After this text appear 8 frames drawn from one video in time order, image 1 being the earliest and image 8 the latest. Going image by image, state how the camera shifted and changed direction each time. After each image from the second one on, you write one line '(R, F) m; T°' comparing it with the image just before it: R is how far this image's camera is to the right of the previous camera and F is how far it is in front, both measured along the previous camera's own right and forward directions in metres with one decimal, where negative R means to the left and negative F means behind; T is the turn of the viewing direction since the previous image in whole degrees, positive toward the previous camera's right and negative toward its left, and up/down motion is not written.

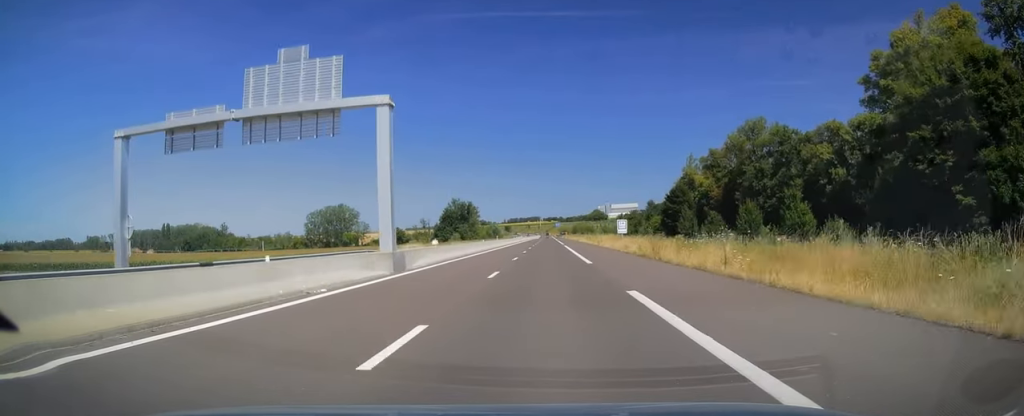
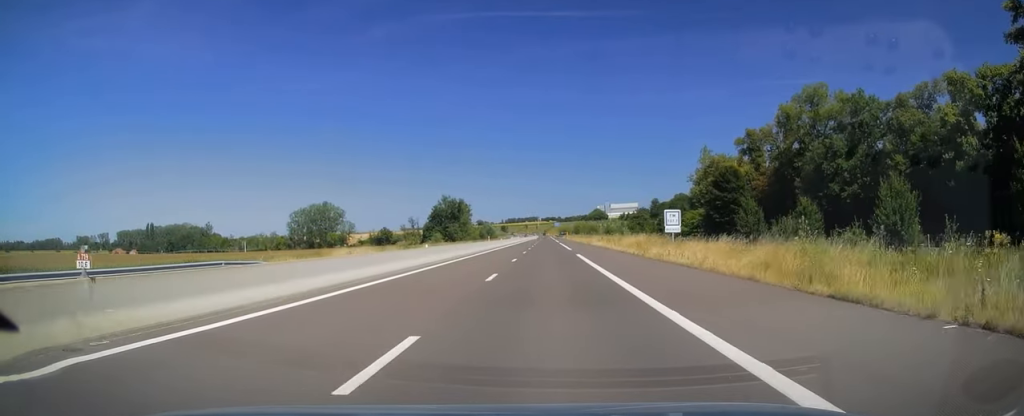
(-0.2, +27.0) m; 0°
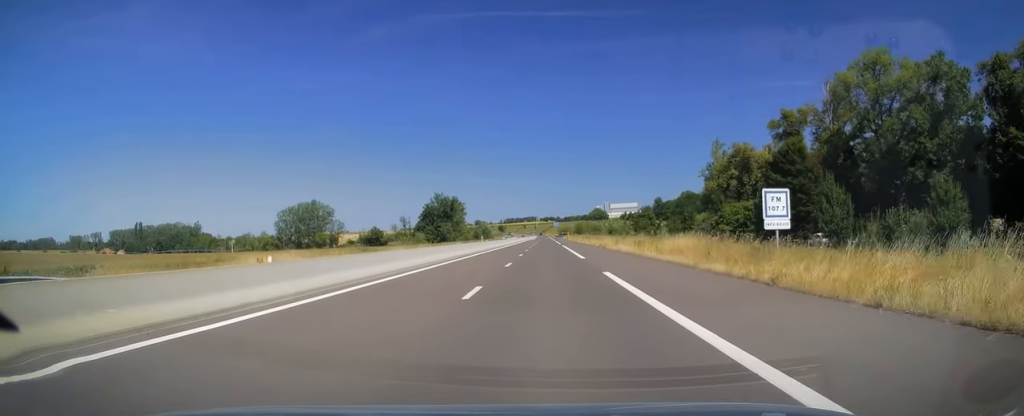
(+0.2, +18.2) m; +1°
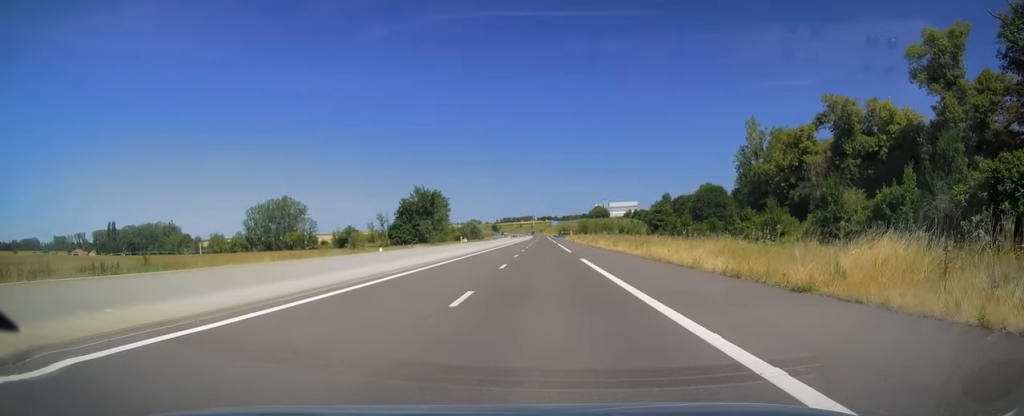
(+0.1, +40.3) m; 0°
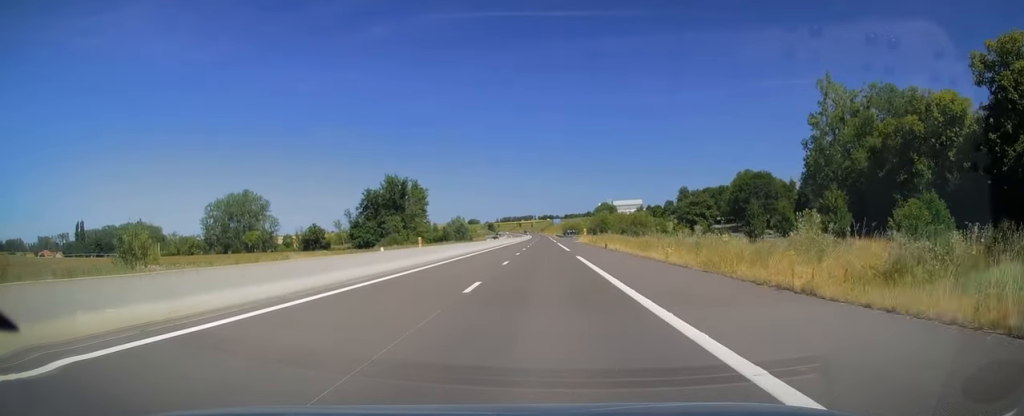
(-0.6, +49.2) m; -1°
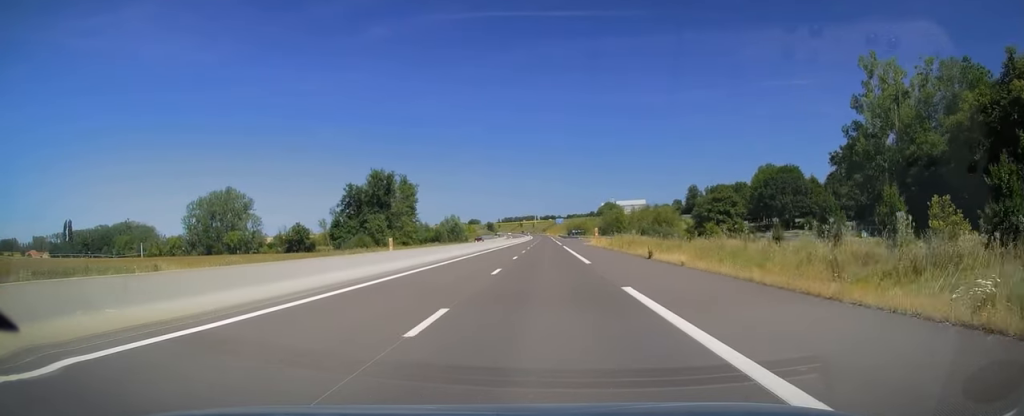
(+0.2, +19.1) m; 0°
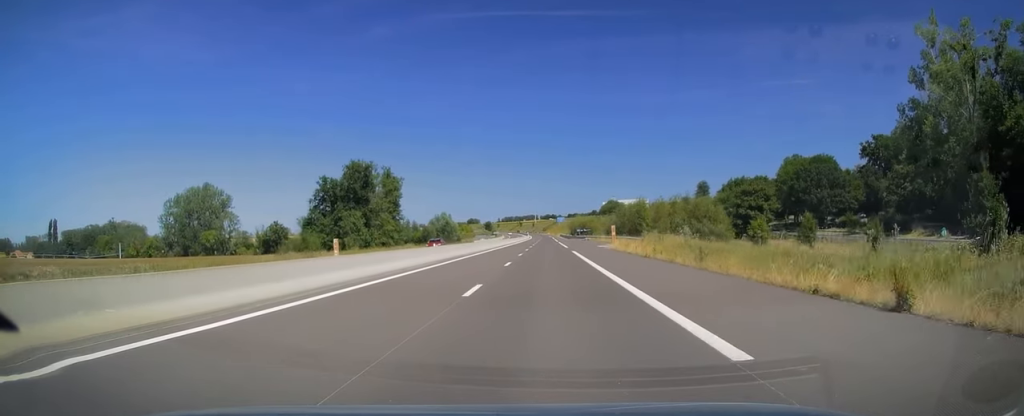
(+0.1, +20.6) m; 0°
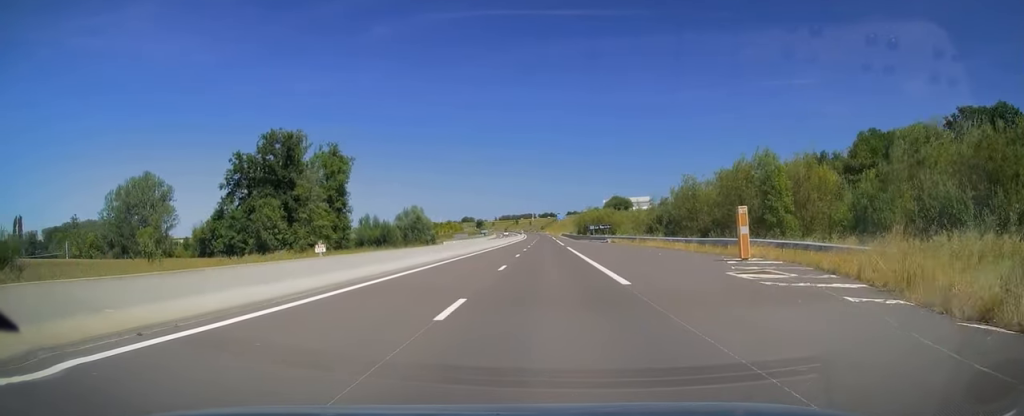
(+0.1, +42.7) m; 0°
